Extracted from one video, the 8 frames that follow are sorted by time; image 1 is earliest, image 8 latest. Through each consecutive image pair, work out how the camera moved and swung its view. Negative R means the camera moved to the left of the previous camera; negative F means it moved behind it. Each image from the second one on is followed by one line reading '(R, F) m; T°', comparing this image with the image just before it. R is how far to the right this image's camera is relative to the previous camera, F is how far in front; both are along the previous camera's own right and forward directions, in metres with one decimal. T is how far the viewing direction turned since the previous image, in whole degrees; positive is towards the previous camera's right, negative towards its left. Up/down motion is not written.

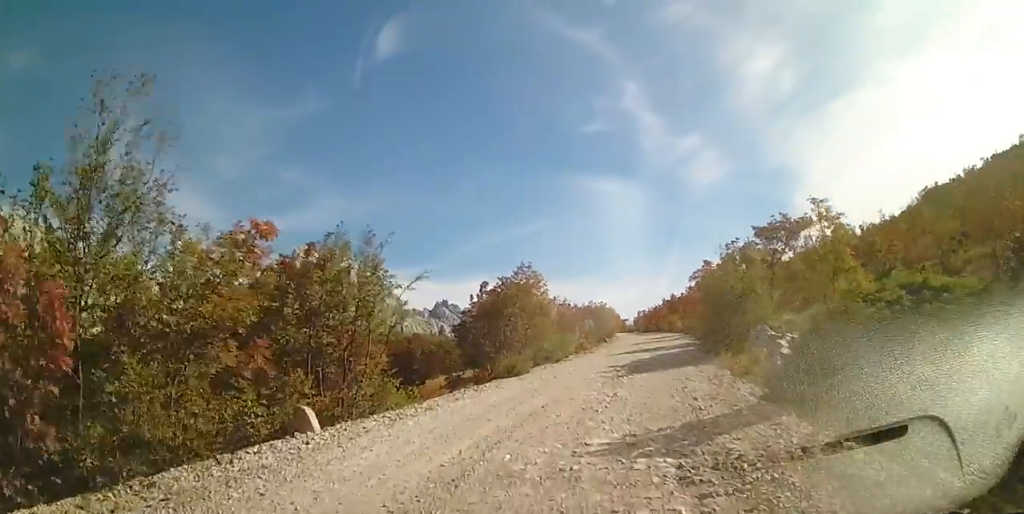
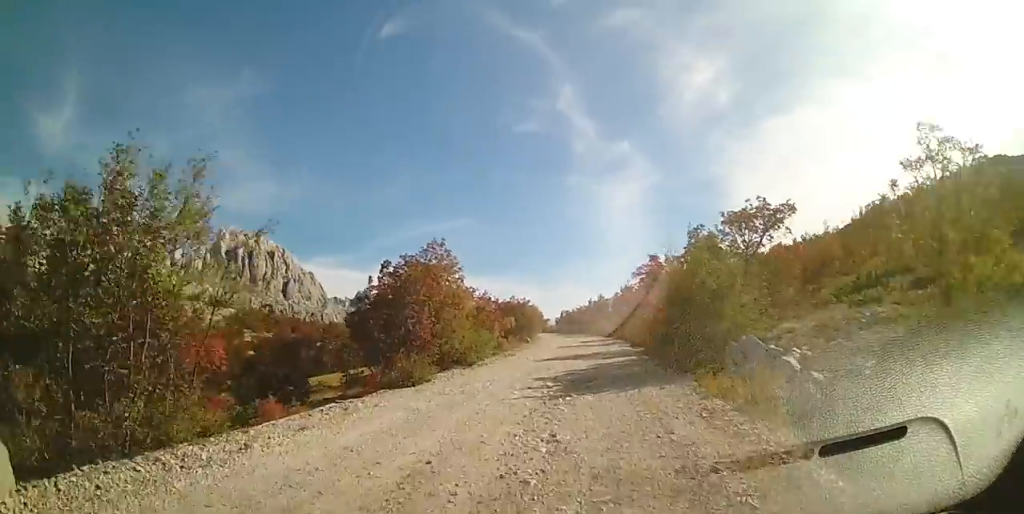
(+0.1, +3.9) m; +5°
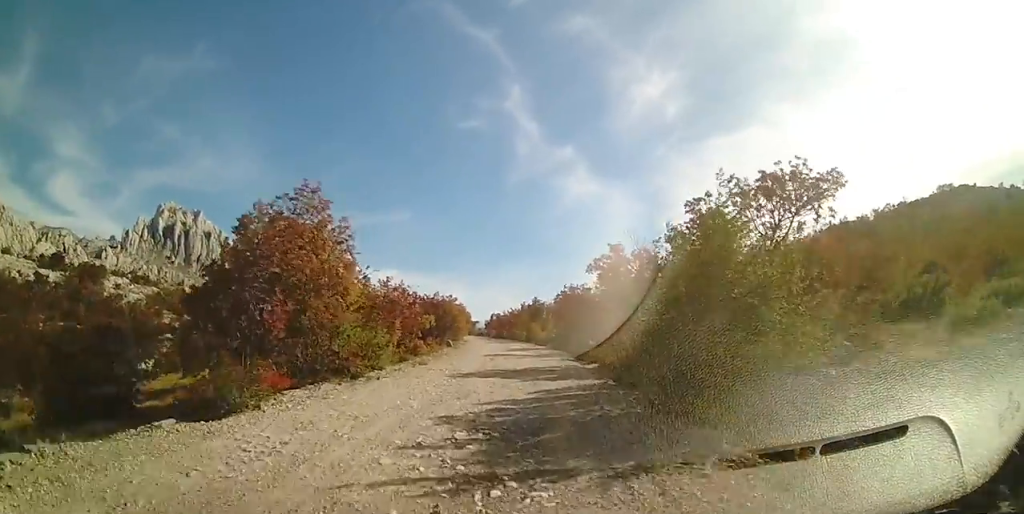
(+0.4, +5.5) m; +9°
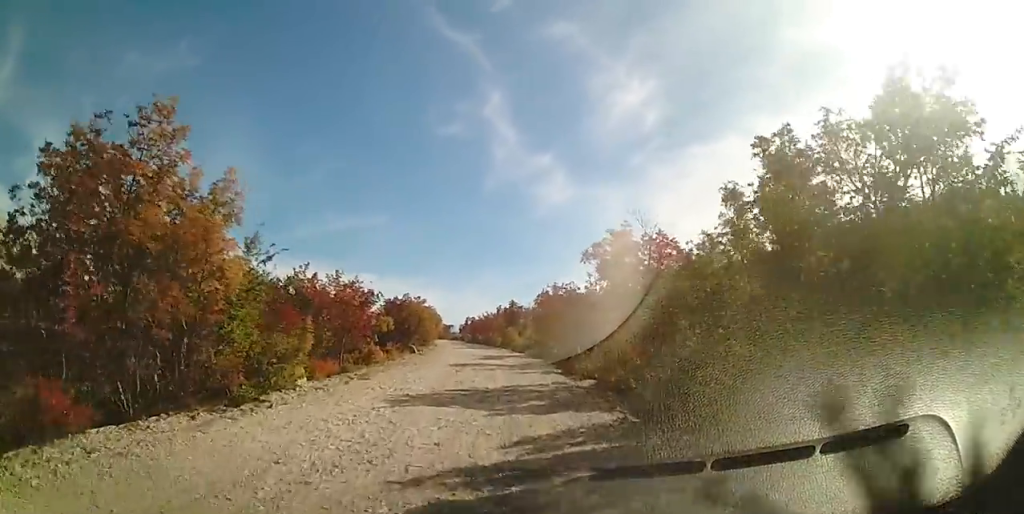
(+0.3, +4.5) m; +5°
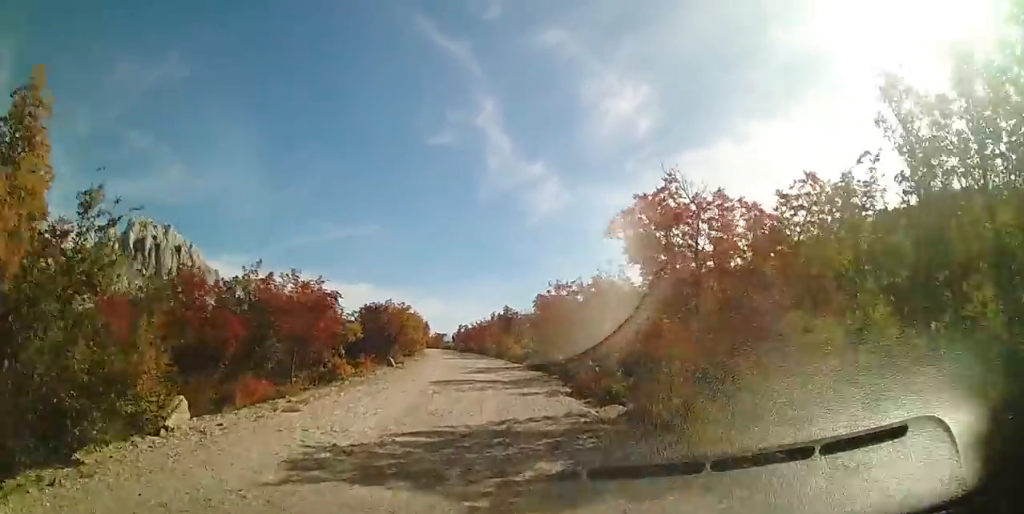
(+0.2, +4.3) m; +2°
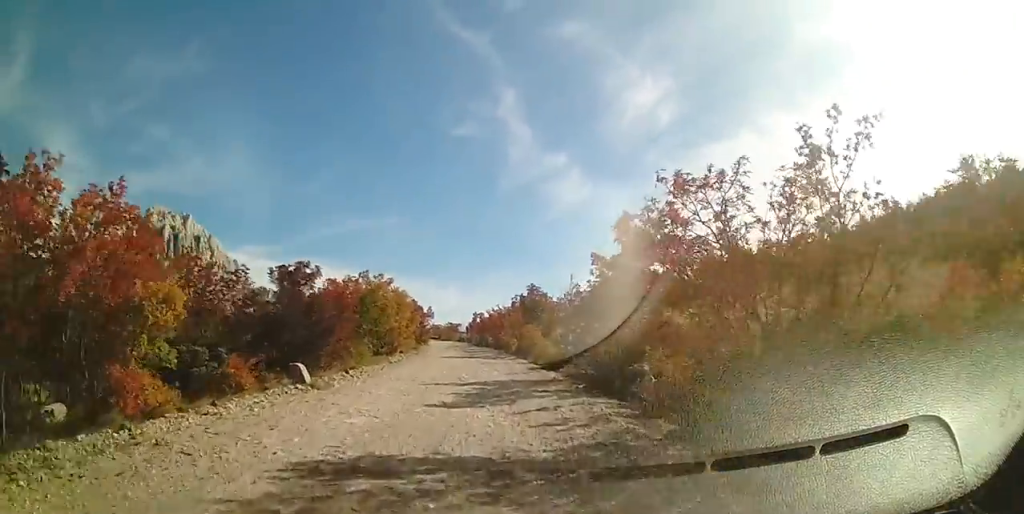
(-1.2, +12.2) m; -5°
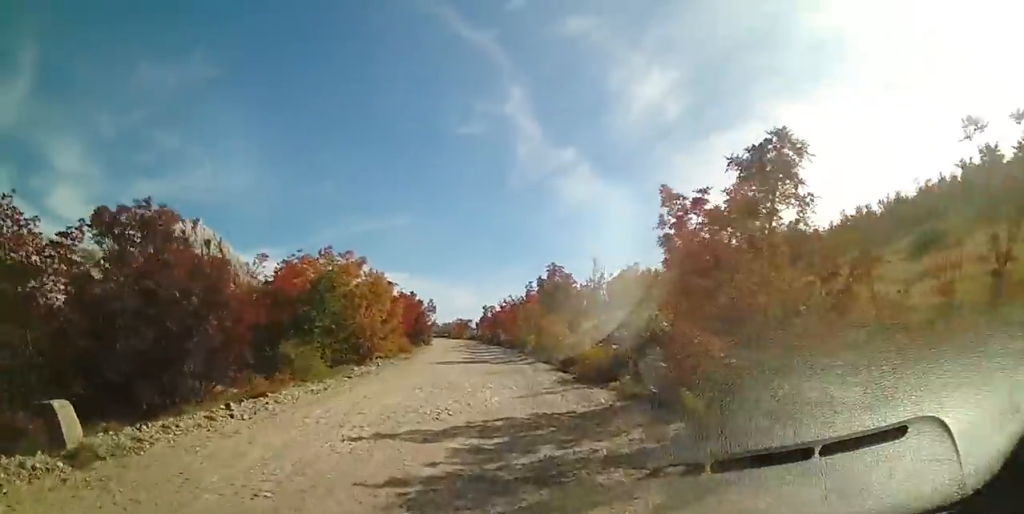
(+0.4, +7.2) m; -1°
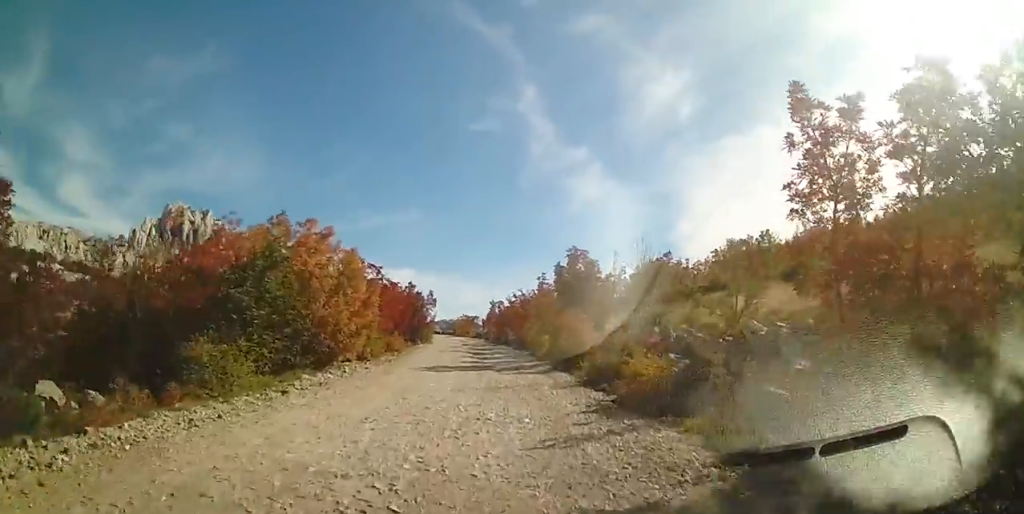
(-0.3, +4.8) m; -3°
